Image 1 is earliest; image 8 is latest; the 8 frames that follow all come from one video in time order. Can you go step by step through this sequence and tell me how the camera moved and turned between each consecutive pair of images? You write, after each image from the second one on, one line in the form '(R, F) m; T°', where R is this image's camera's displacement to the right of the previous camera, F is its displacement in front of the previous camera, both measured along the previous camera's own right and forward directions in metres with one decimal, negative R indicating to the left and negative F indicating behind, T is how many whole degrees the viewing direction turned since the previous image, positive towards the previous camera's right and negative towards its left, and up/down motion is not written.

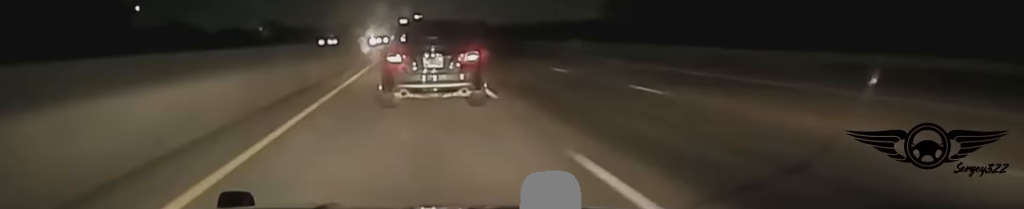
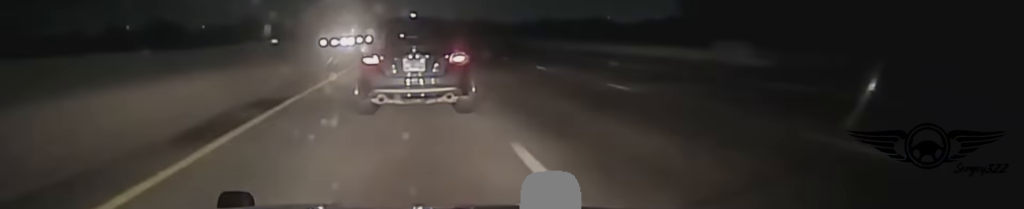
(0.0, +34.9) m; 0°
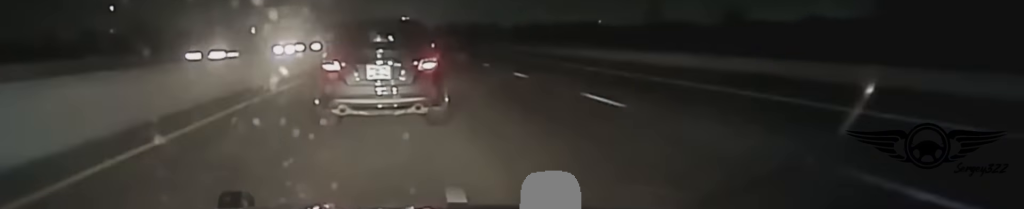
(+0.1, +35.3) m; 0°
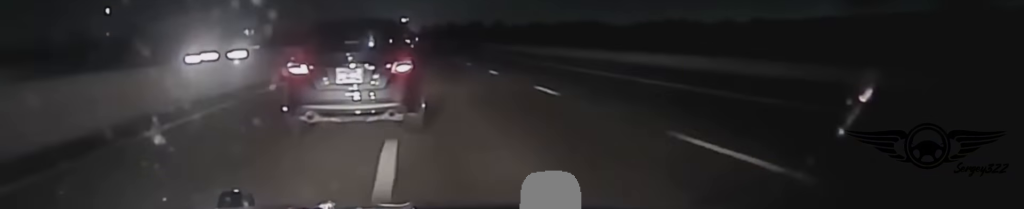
(+0.1, +19.7) m; 0°
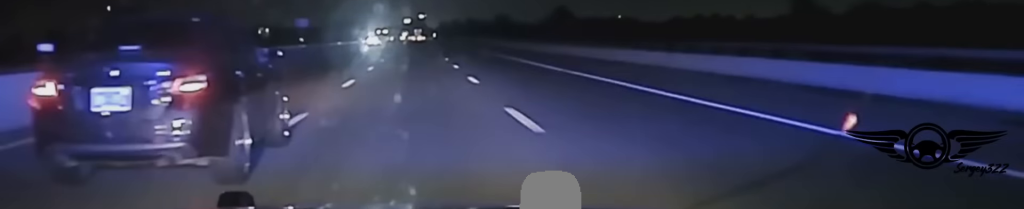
(-0.4, +76.6) m; -1°
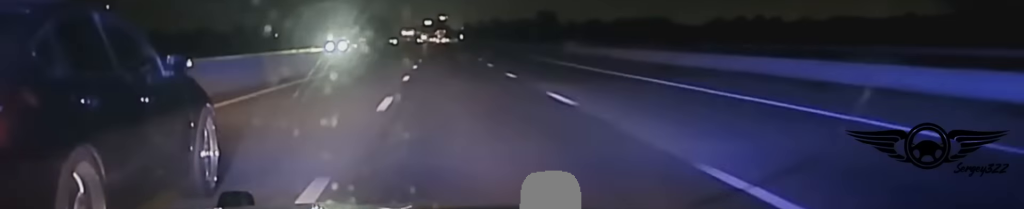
(-1.6, +101.2) m; -1°
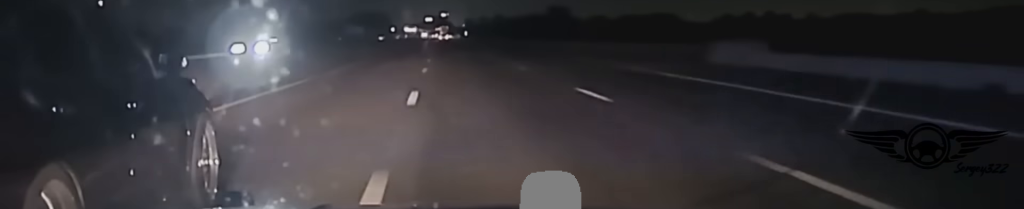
(0.0, +37.2) m; 0°
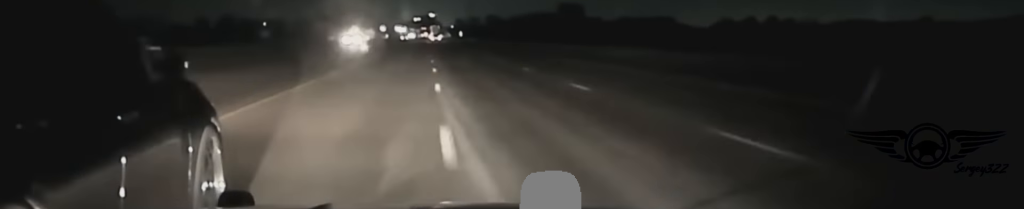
(+0.5, +60.7) m; 0°
